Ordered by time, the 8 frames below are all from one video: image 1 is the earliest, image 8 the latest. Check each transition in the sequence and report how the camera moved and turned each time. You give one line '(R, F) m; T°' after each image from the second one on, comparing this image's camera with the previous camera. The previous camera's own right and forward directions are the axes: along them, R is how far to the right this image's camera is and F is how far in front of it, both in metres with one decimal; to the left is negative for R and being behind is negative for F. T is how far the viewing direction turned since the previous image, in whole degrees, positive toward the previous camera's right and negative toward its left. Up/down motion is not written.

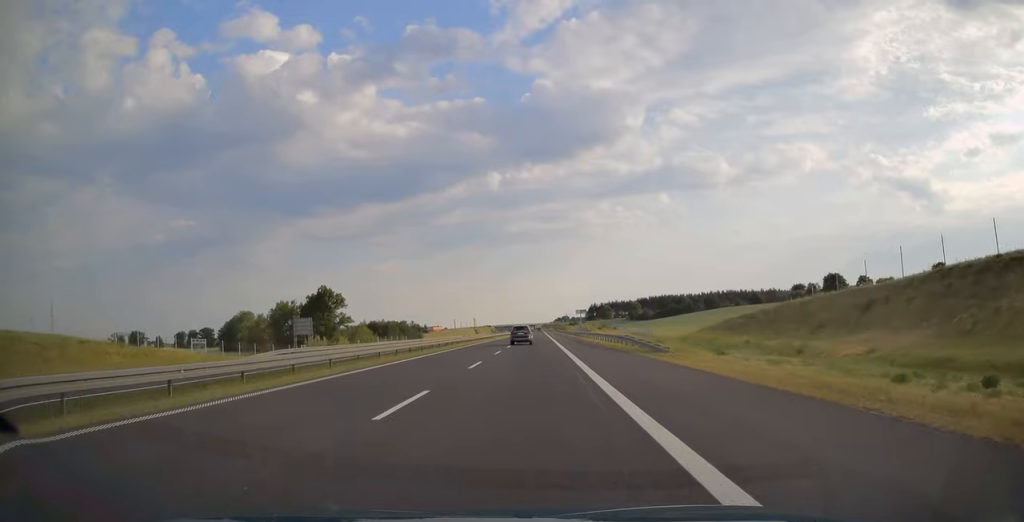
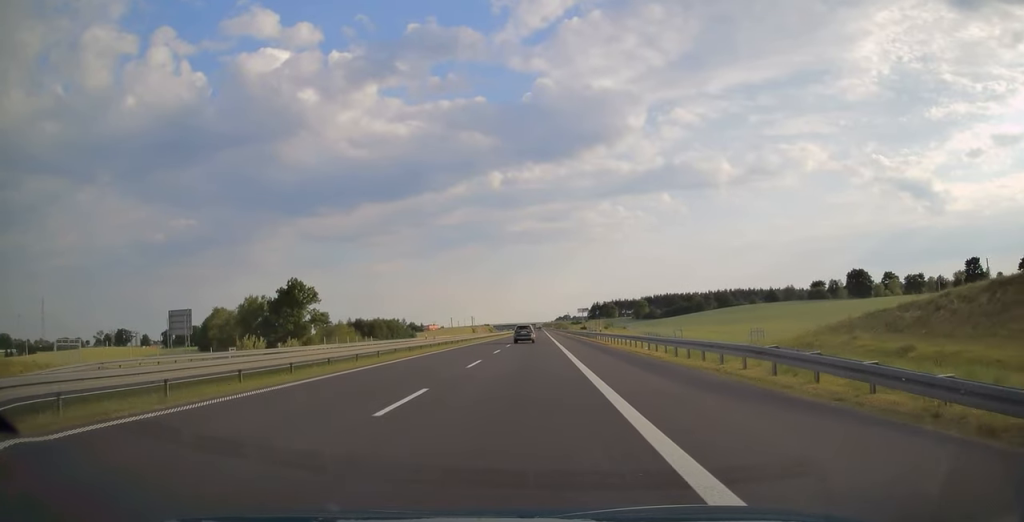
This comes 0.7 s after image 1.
(0.0, +24.0) m; 0°
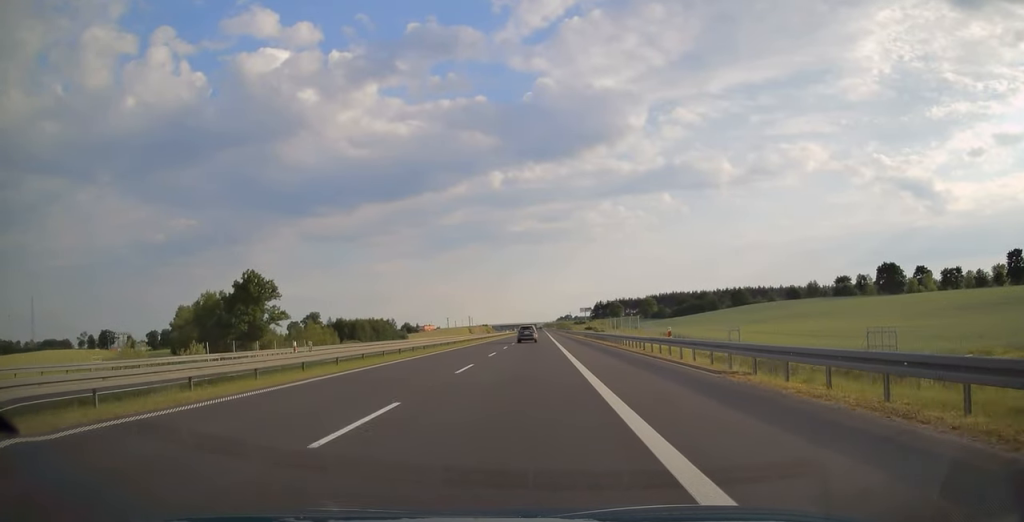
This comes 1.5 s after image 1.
(0.0, +26.8) m; 0°
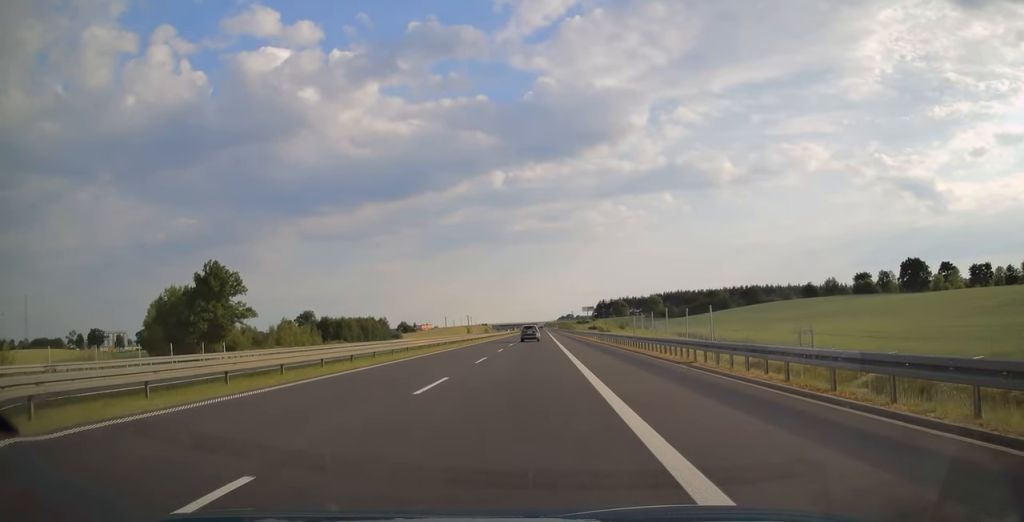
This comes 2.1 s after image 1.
(0.0, +18.0) m; 0°
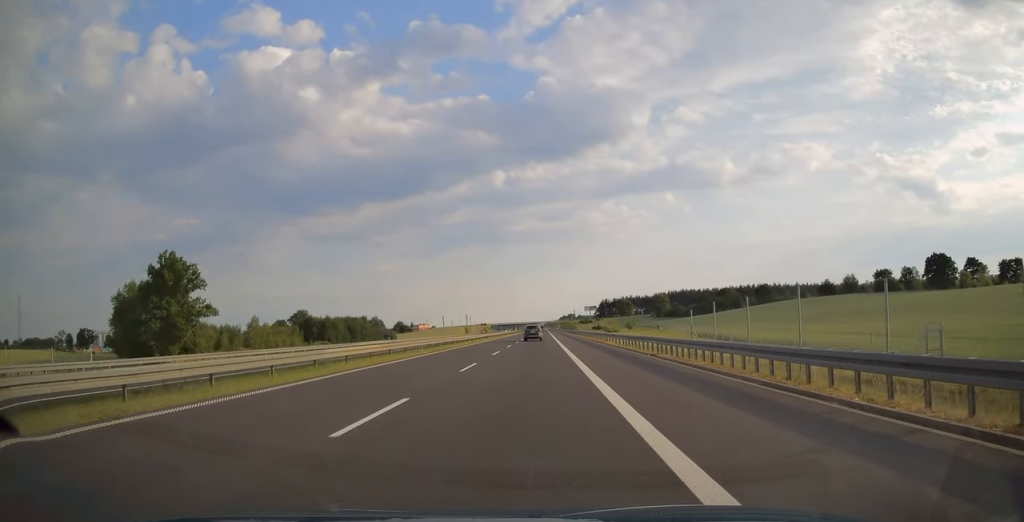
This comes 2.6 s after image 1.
(0.0, +16.9) m; 0°
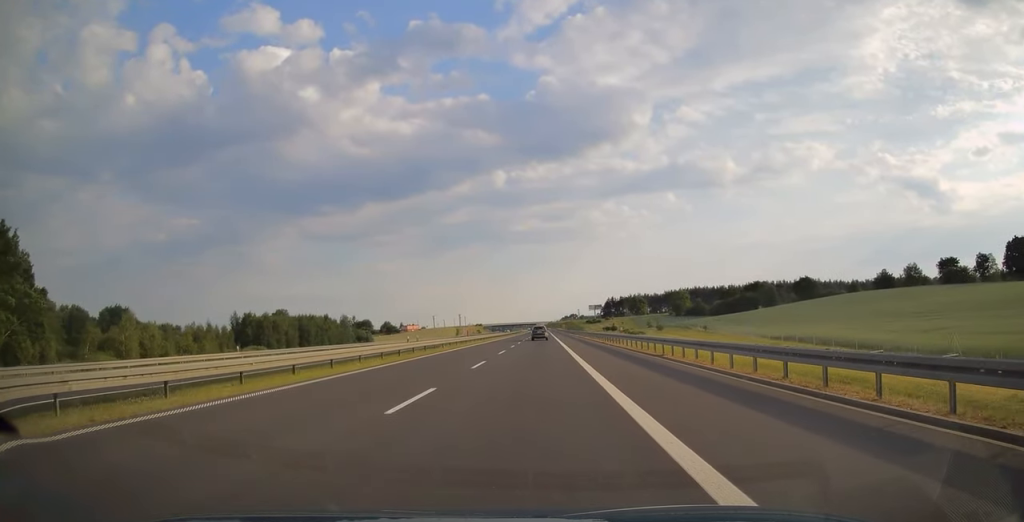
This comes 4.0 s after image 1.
(0.0, +46.3) m; 0°
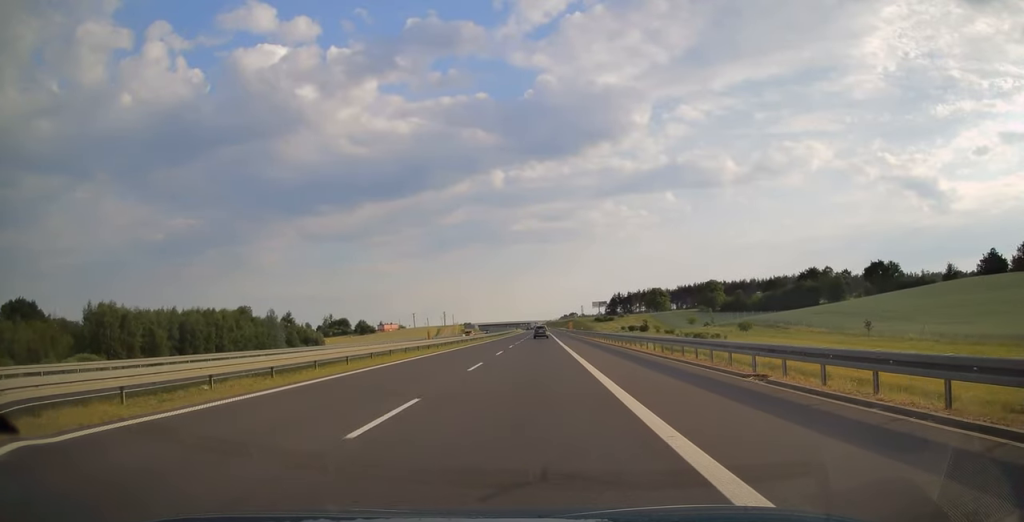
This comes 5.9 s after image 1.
(0.0, +61.8) m; 0°
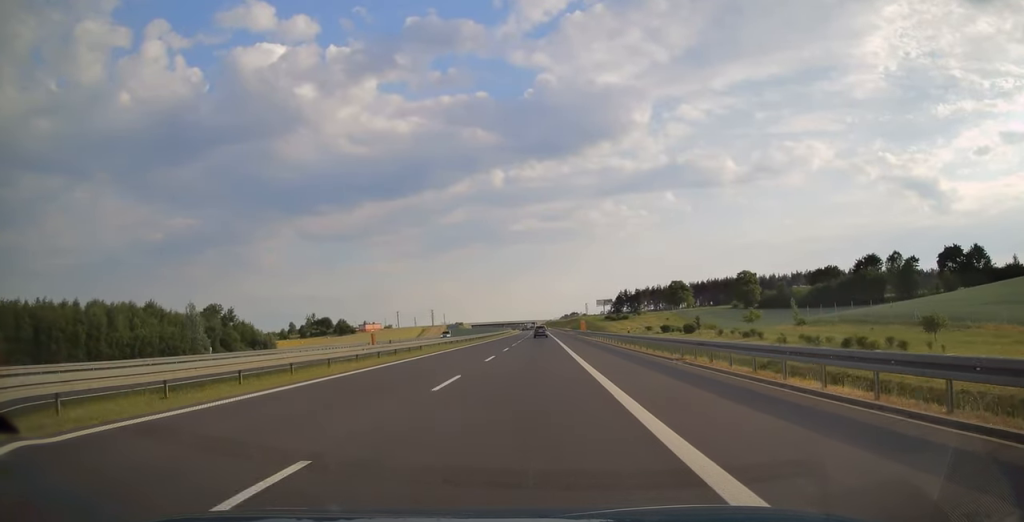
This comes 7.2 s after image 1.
(0.0, +42.1) m; 0°
